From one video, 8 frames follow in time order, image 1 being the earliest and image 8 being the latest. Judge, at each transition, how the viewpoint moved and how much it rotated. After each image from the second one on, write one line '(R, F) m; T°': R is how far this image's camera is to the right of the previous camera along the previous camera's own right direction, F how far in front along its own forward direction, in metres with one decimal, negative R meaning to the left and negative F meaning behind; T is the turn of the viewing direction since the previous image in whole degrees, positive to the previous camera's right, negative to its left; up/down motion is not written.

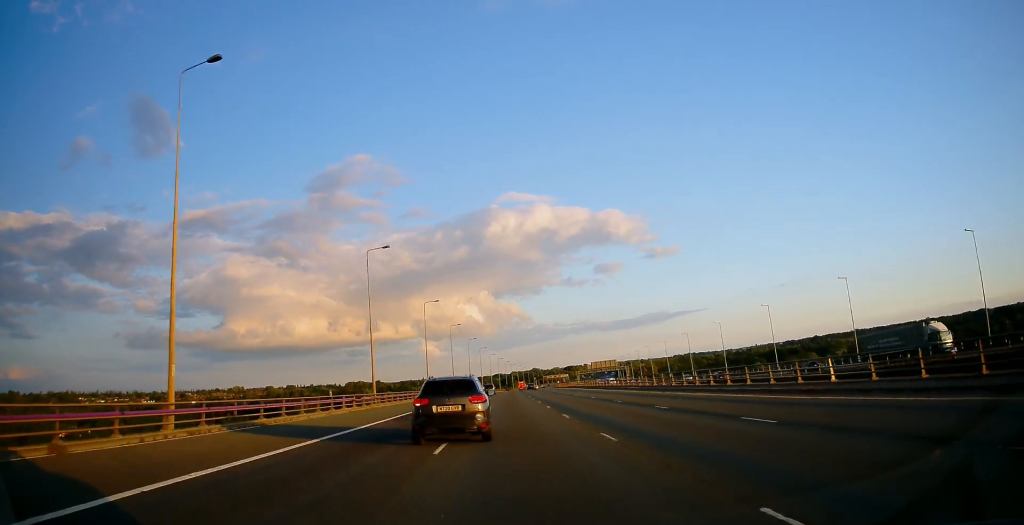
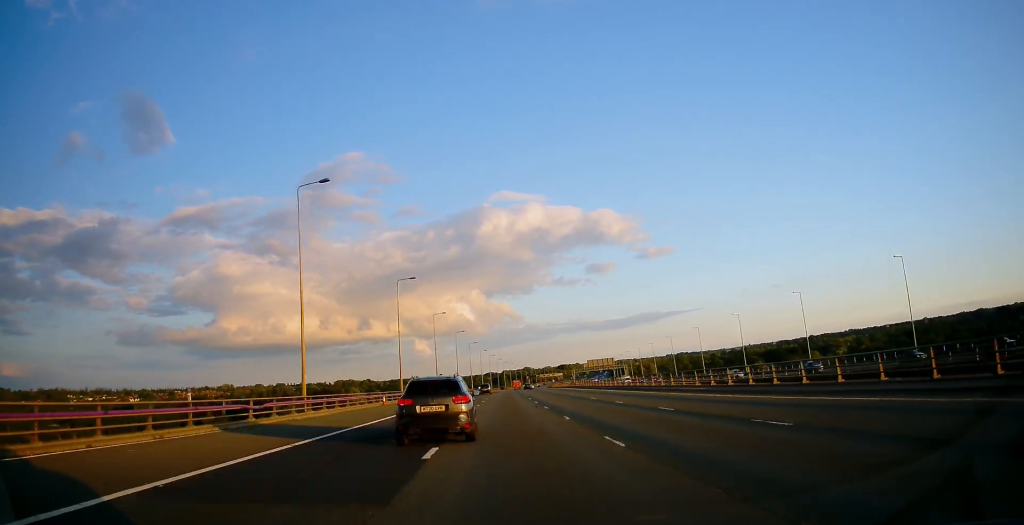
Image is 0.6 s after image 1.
(+0.2, +19.3) m; +1°
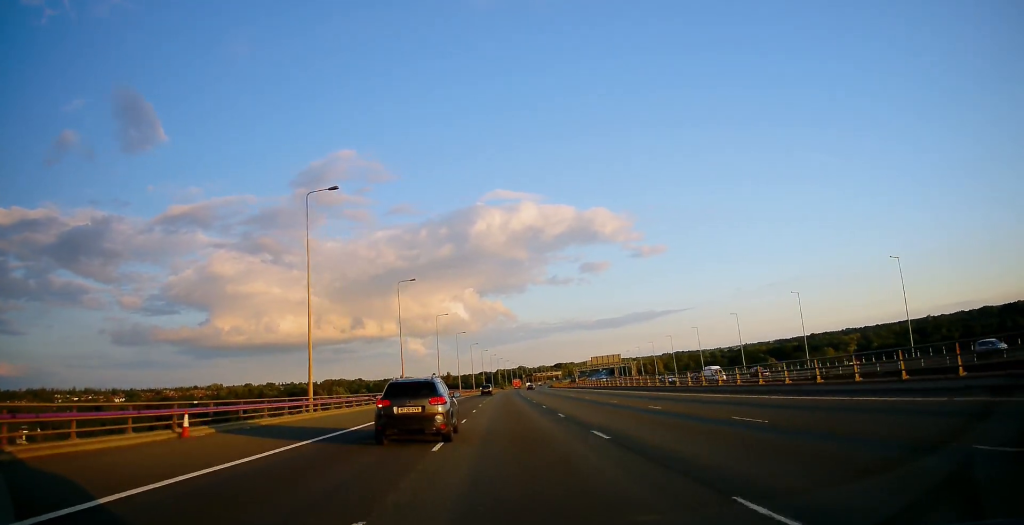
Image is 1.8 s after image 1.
(+0.3, +33.8) m; +1°
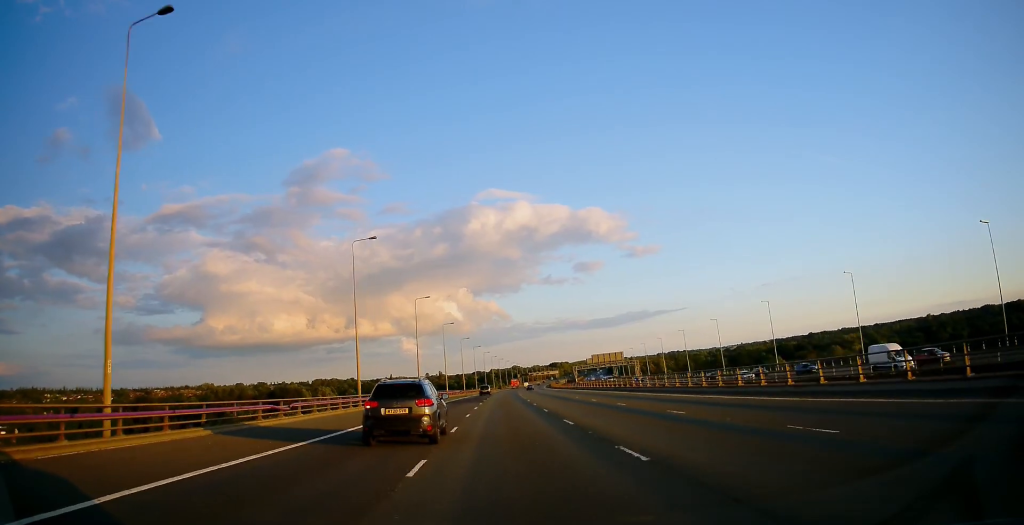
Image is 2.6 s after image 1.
(+0.2, +22.0) m; 0°
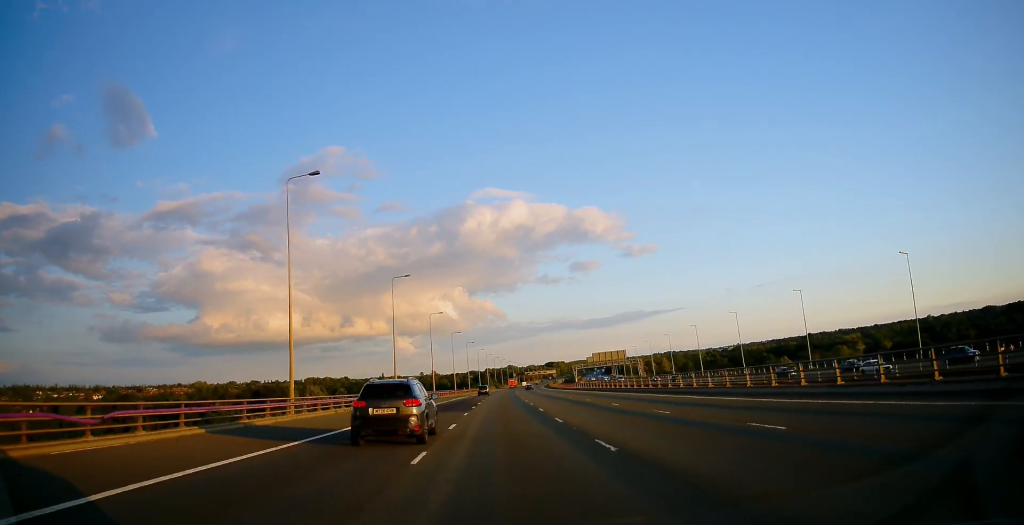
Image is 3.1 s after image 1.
(0.0, +16.1) m; 0°
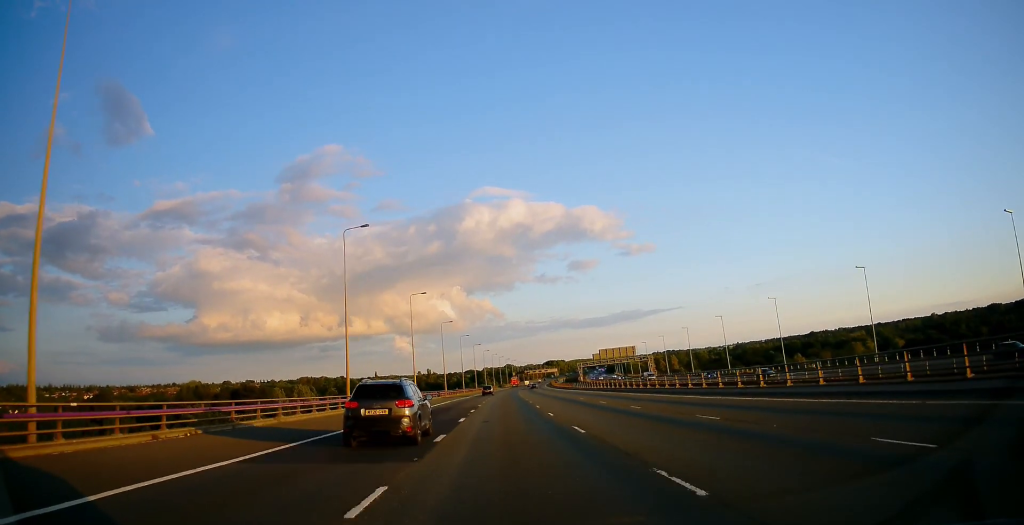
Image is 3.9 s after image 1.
(-0.3, +22.4) m; +1°
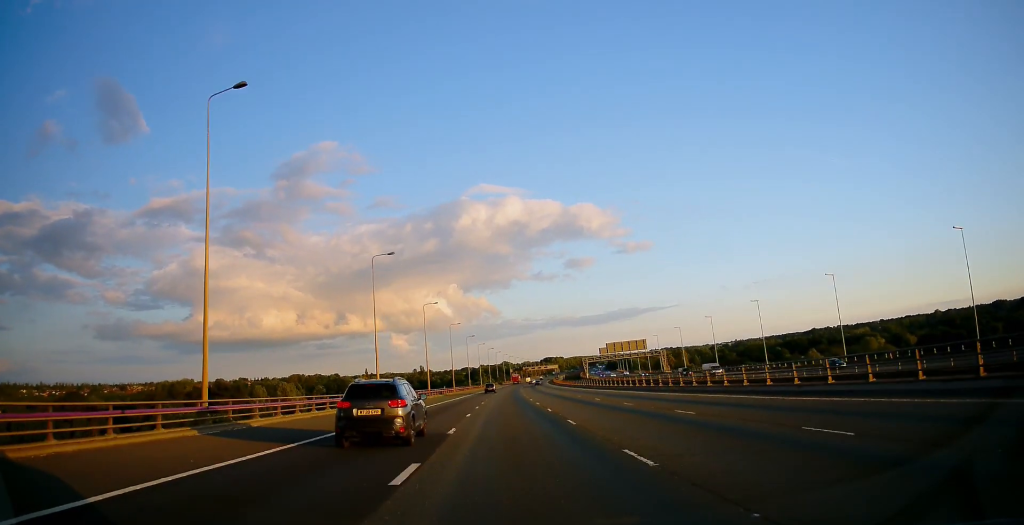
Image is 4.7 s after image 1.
(+0.5, +24.3) m; +1°
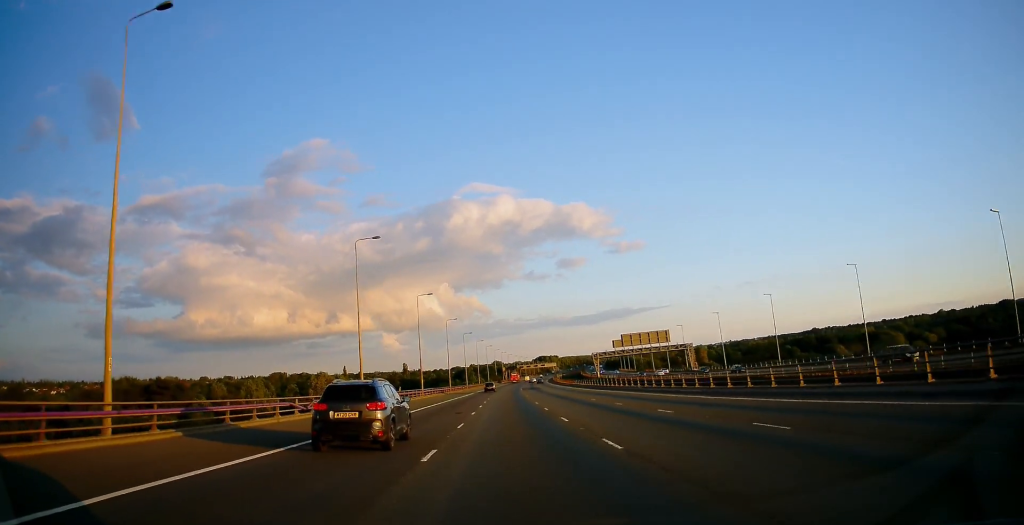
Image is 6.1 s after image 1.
(-0.1, +42.0) m; 0°
